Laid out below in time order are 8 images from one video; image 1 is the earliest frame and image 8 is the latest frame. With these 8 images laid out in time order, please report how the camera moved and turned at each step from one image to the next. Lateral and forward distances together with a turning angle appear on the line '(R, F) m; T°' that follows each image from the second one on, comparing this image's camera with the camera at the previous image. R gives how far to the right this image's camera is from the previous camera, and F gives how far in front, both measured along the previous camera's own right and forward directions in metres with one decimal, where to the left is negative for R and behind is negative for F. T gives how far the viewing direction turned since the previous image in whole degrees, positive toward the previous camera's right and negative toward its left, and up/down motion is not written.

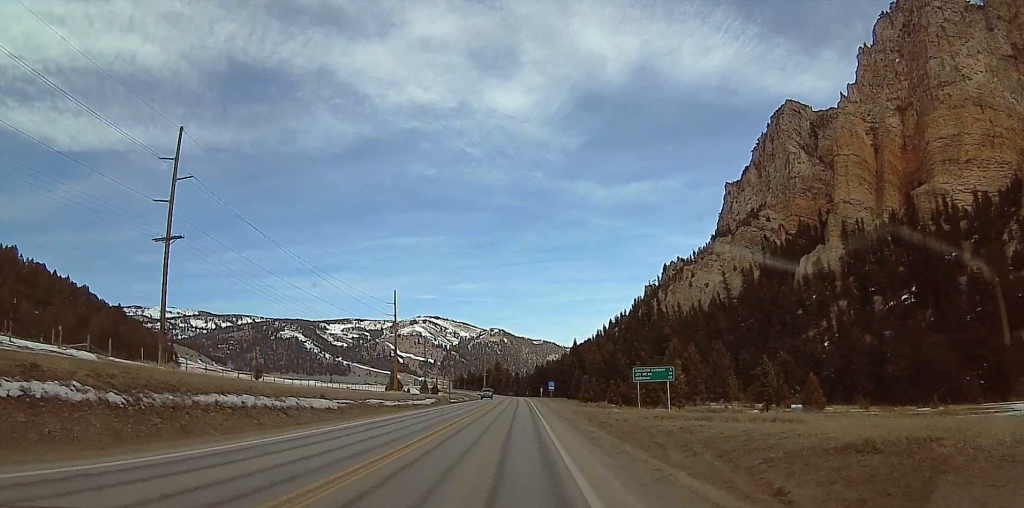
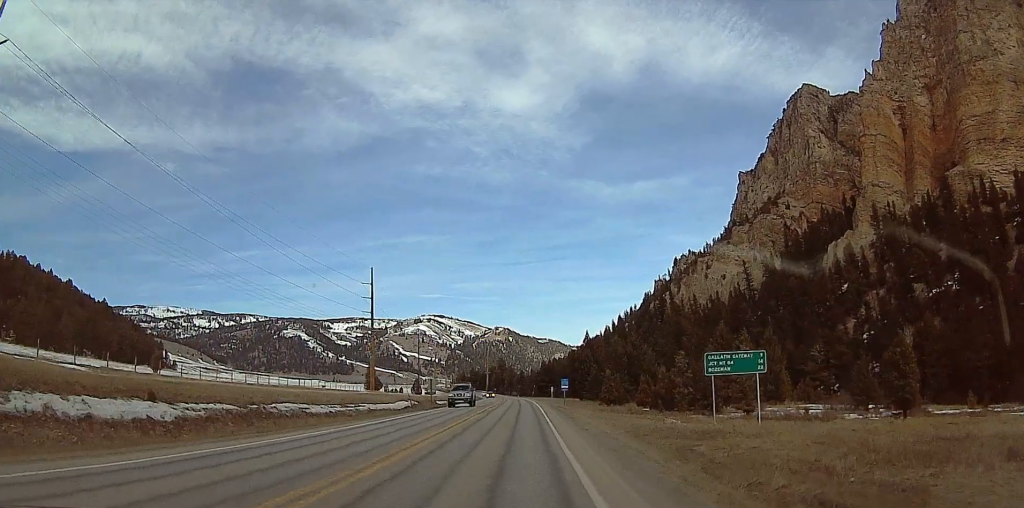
(0.0, +25.2) m; 0°
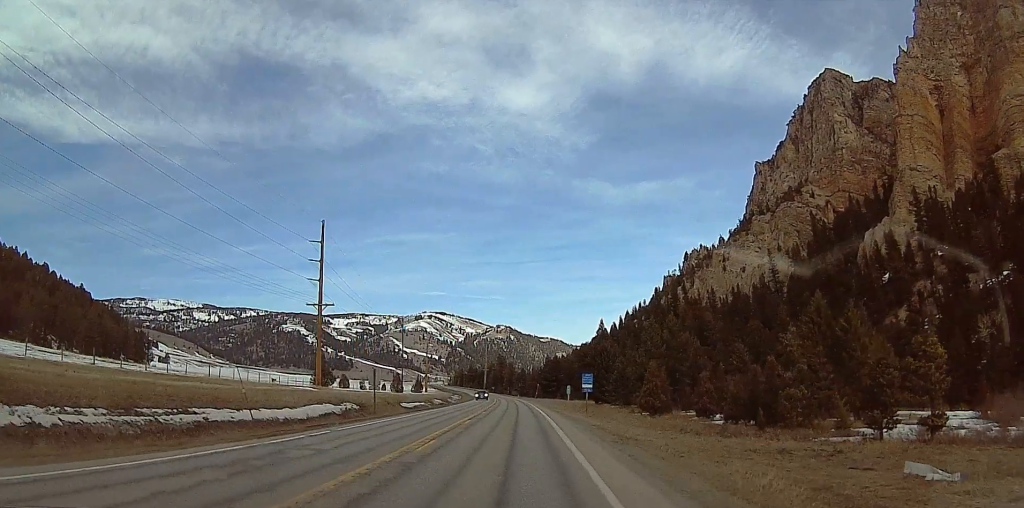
(0.0, +30.4) m; 0°
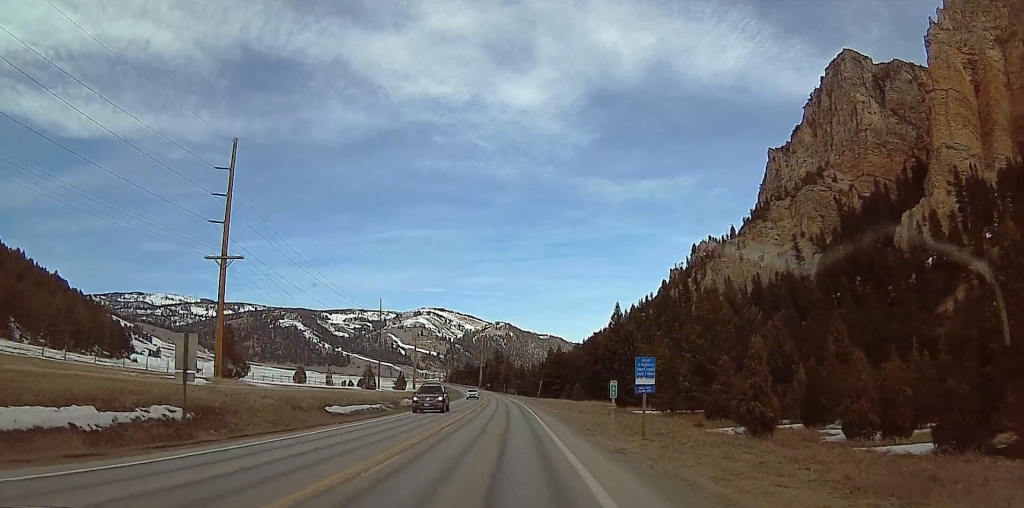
(0.0, +28.2) m; 0°
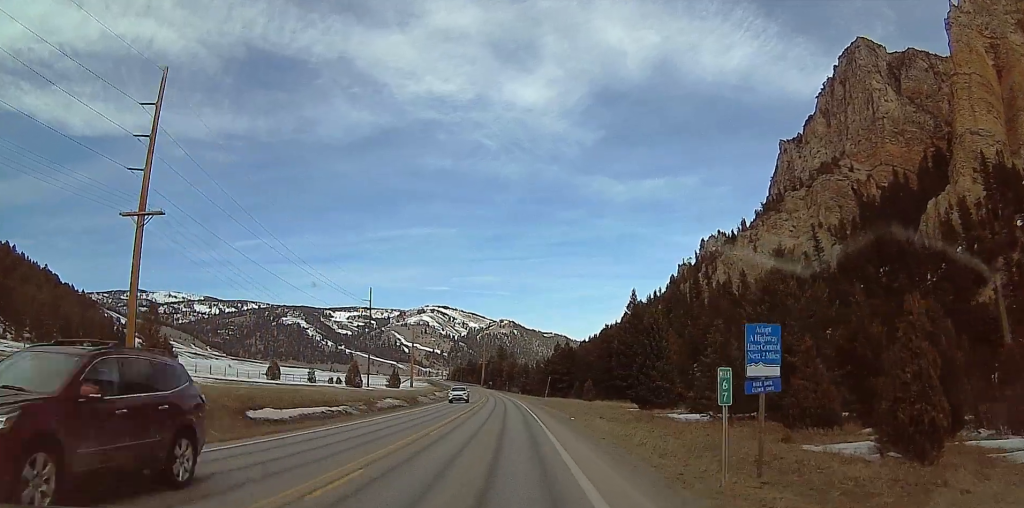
(0.0, +14.5) m; 0°
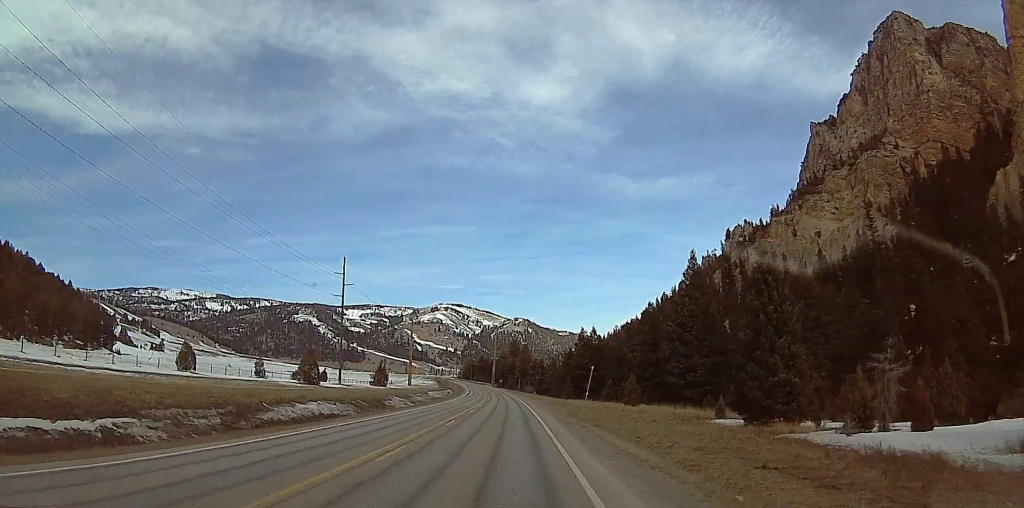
(0.0, +32.2) m; -1°
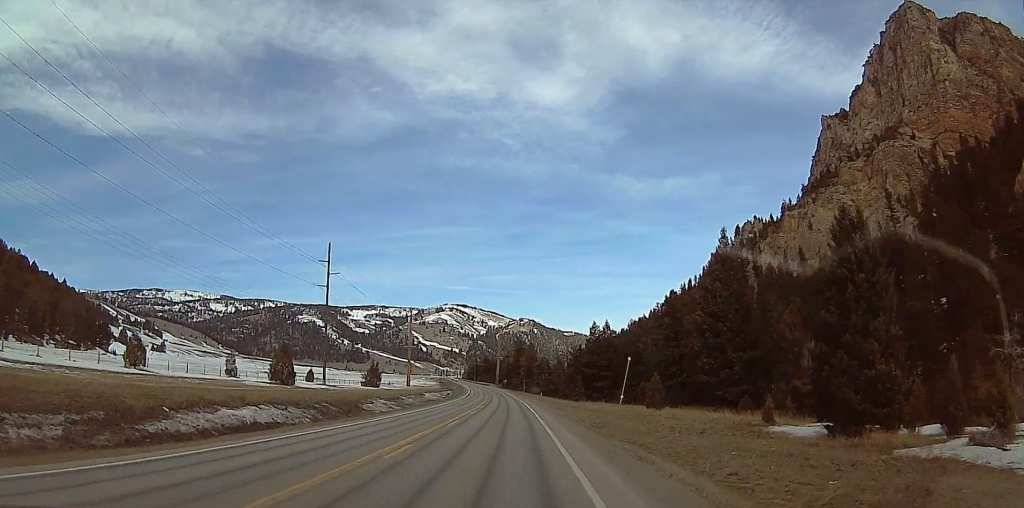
(+0.2, +11.8) m; -1°
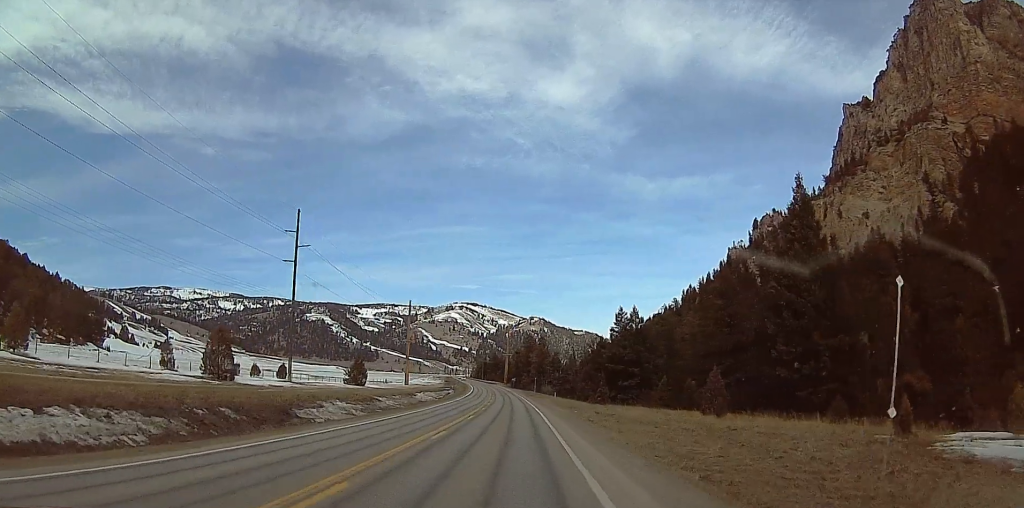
(-0.9, +19.3) m; 0°
